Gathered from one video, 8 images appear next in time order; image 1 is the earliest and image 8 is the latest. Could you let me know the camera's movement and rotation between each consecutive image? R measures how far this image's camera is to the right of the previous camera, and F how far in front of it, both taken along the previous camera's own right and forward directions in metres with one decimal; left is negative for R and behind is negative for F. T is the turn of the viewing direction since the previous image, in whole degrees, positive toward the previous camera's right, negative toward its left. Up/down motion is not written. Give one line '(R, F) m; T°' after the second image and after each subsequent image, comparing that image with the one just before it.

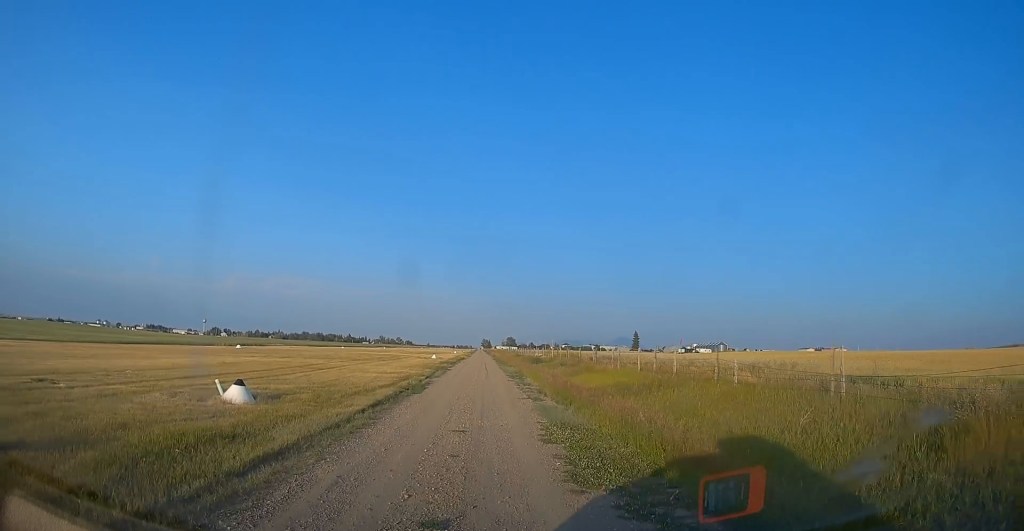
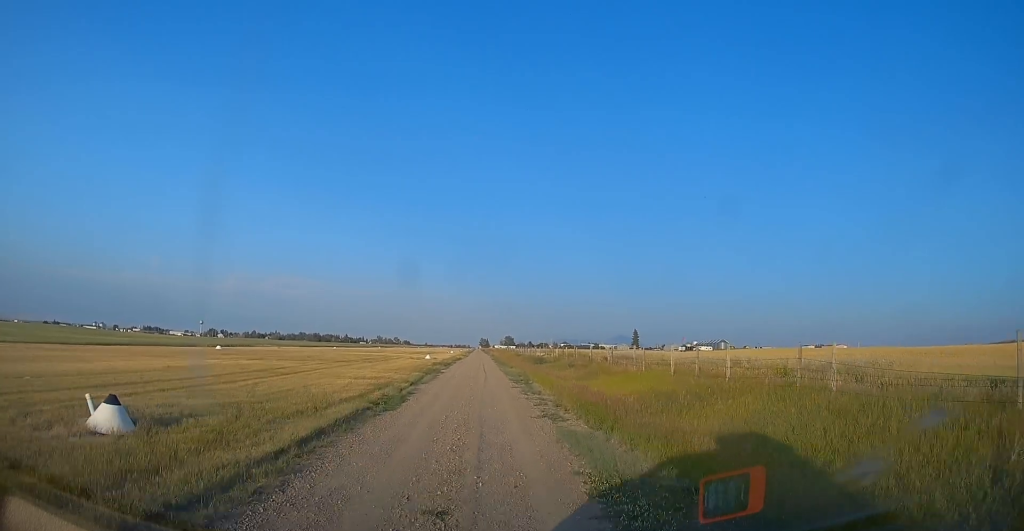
(0.0, +5.6) m; 0°
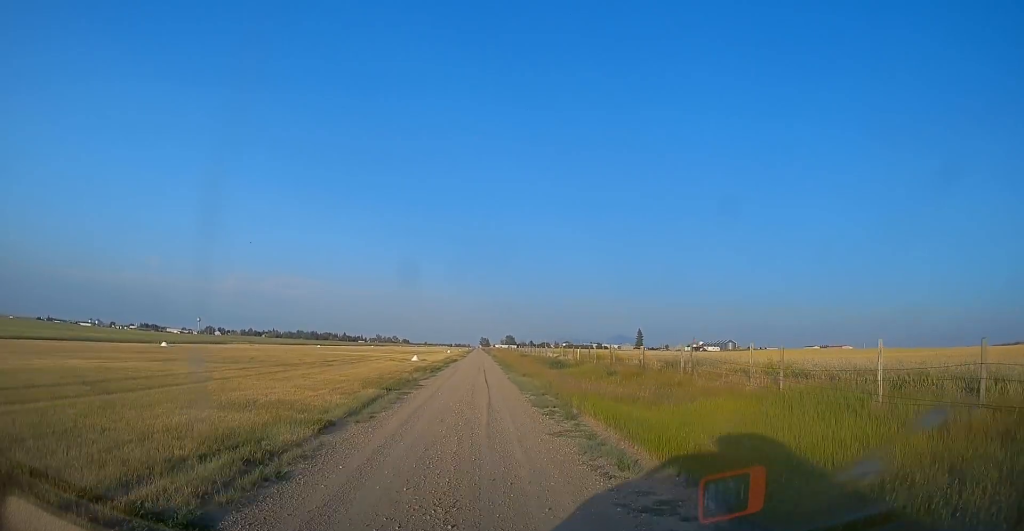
(0.0, +13.7) m; 0°
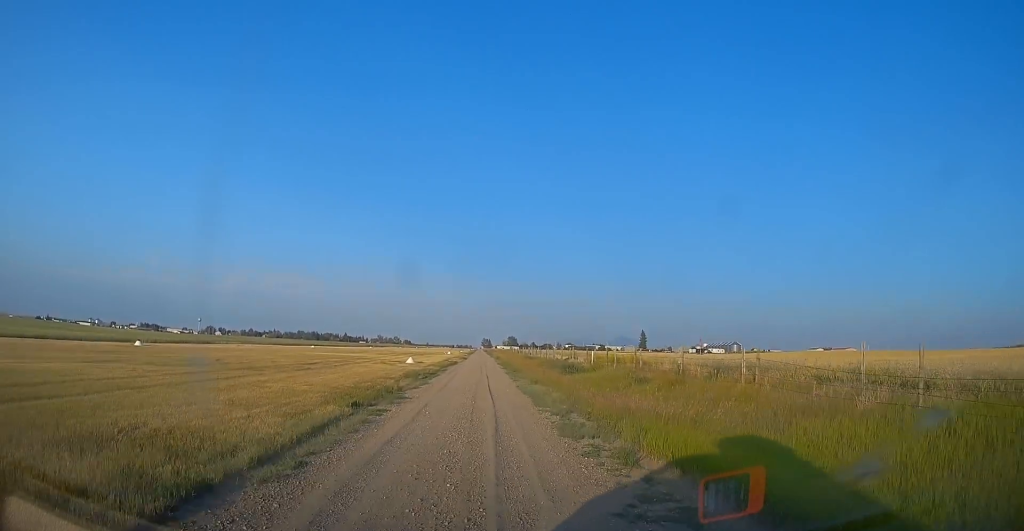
(0.0, +5.6) m; 0°
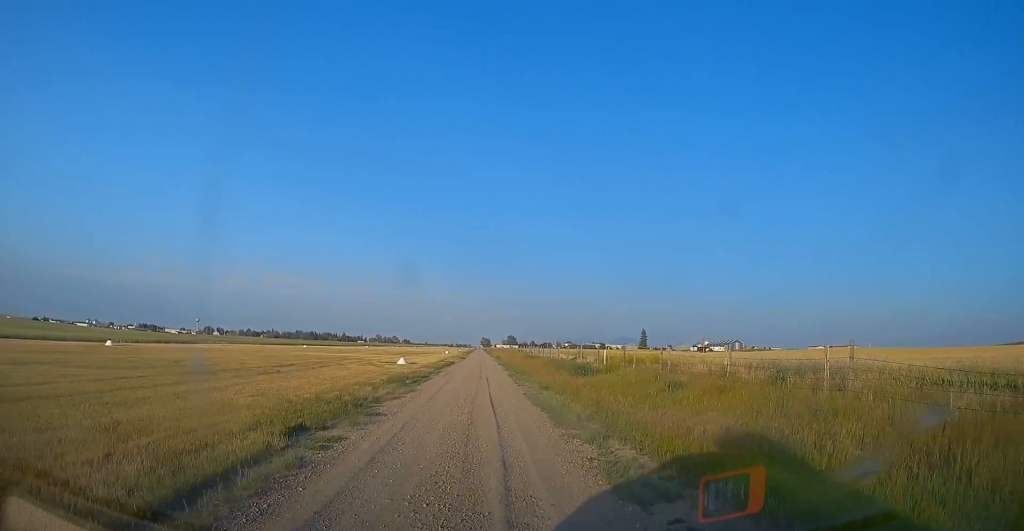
(0.0, +4.9) m; 0°
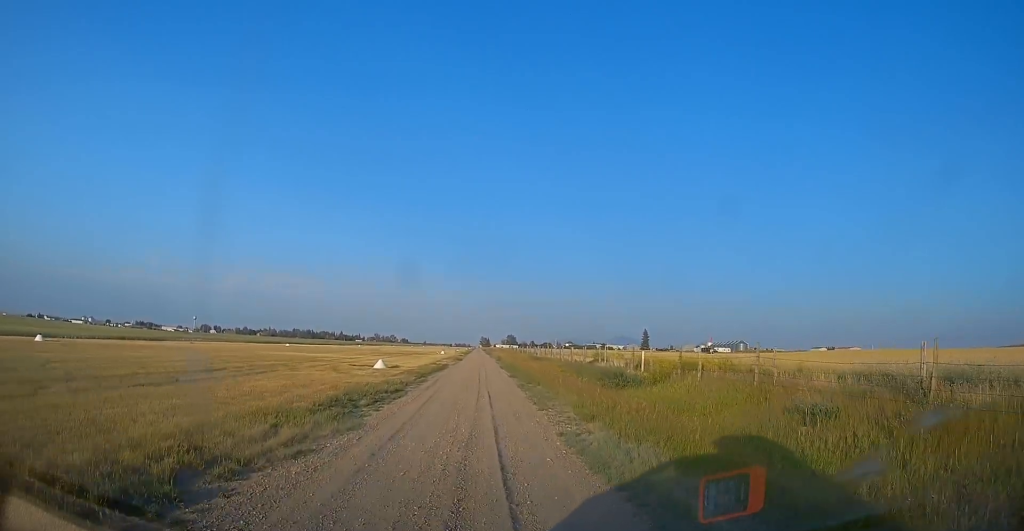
(0.0, +9.9) m; 0°
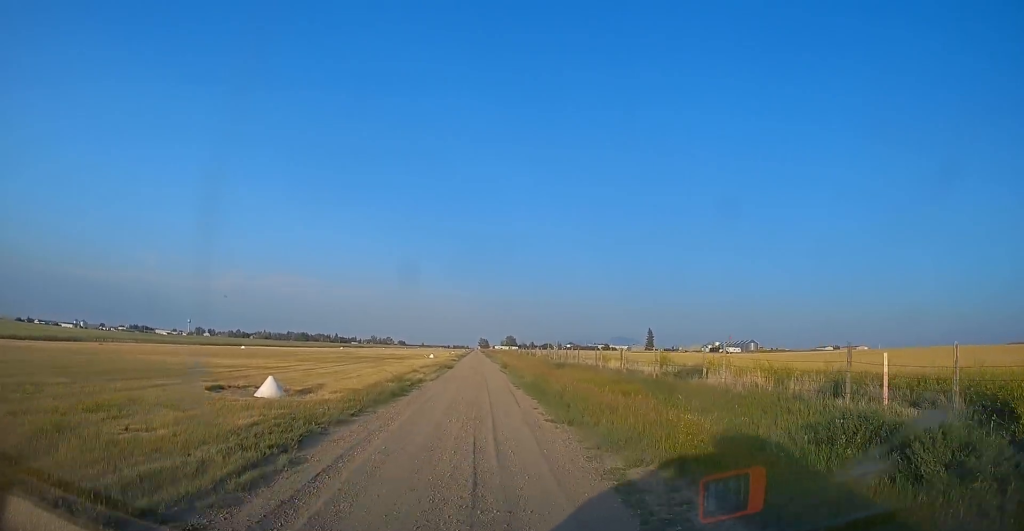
(0.0, +19.2) m; 0°
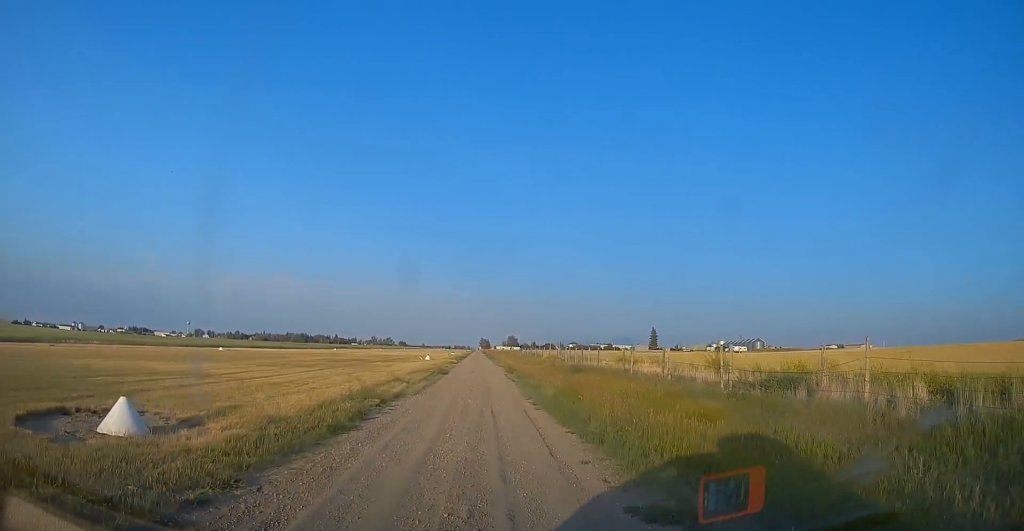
(0.0, +7.8) m; 0°
